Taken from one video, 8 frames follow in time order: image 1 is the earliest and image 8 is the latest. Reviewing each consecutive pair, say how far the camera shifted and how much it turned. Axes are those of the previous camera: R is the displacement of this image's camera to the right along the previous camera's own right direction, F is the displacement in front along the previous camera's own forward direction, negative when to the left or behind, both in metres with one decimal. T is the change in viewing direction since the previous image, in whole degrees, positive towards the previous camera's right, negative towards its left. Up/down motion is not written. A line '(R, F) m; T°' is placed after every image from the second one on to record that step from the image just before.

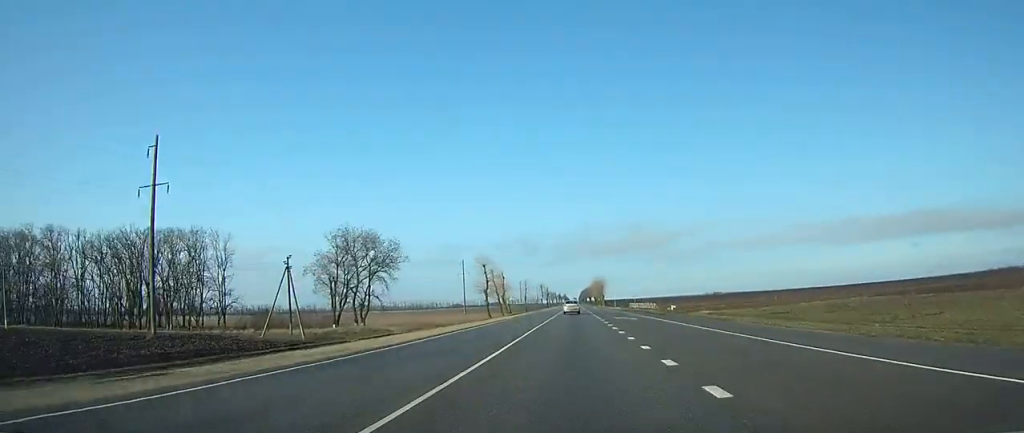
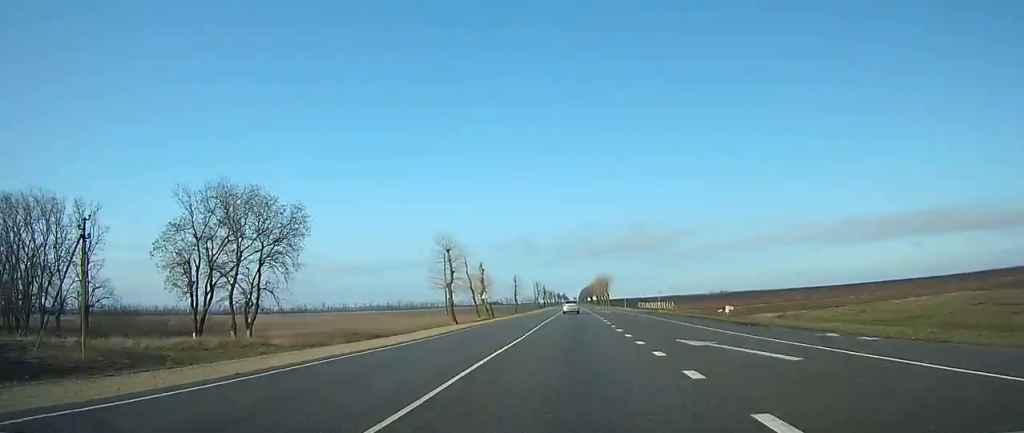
(0.0, +30.5) m; 0°
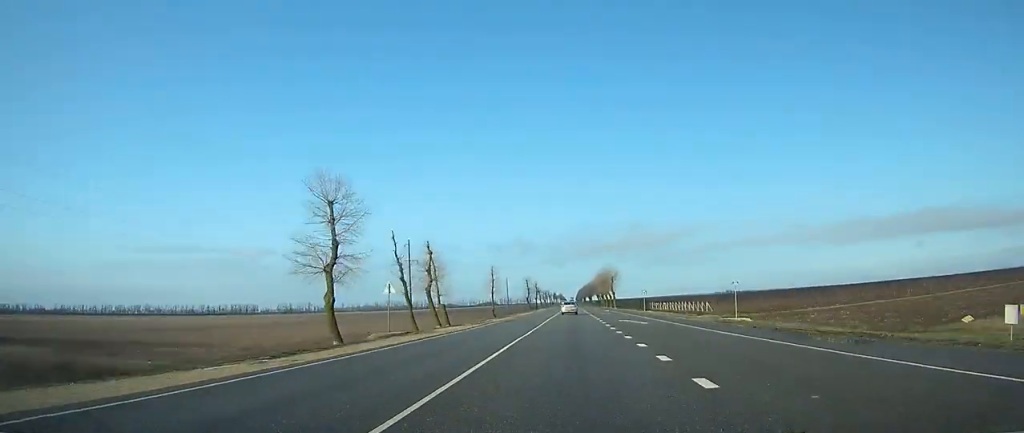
(+0.1, +36.9) m; 0°
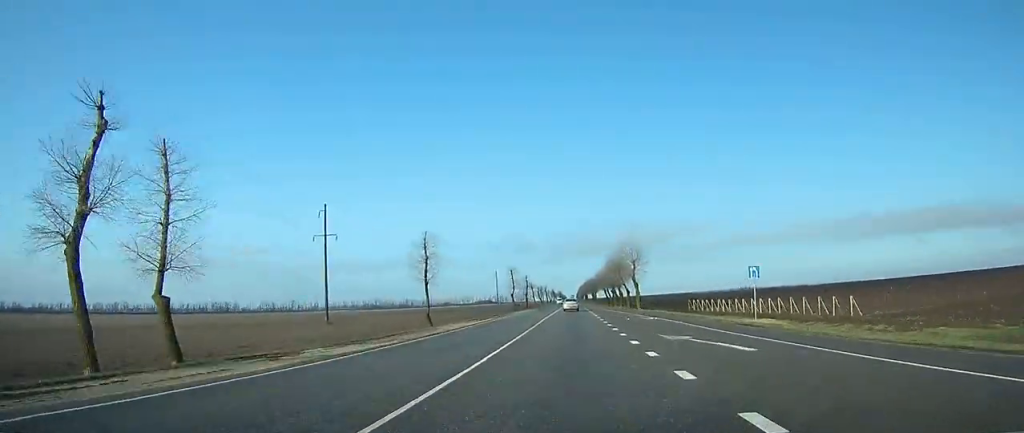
(0.0, +51.5) m; -4°
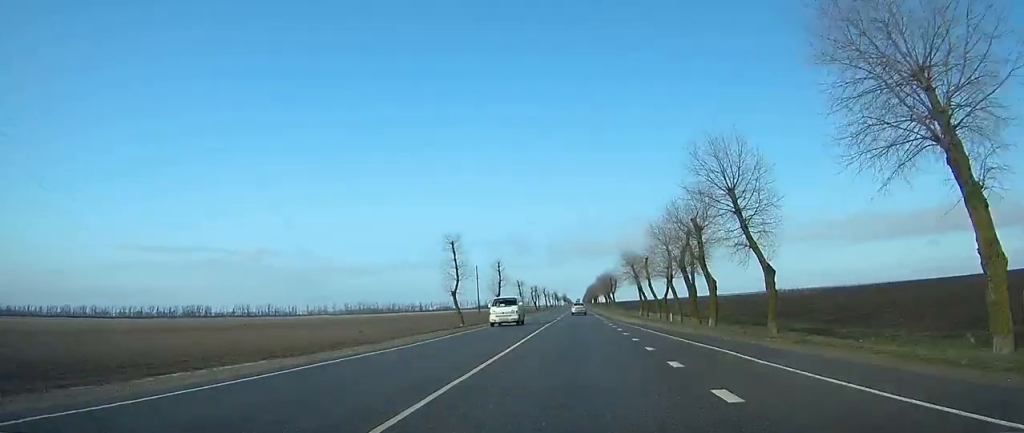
(-4.6, +78.1) m; +4°
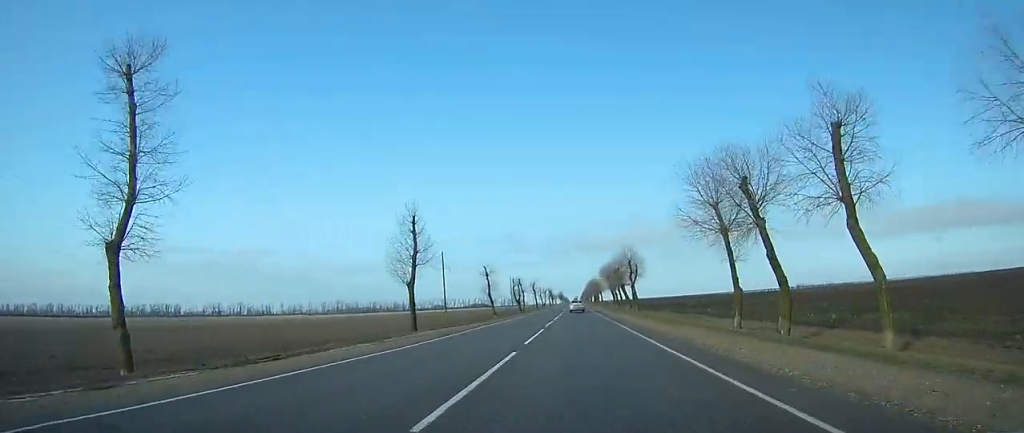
(+7.9, +56.6) m; +3°
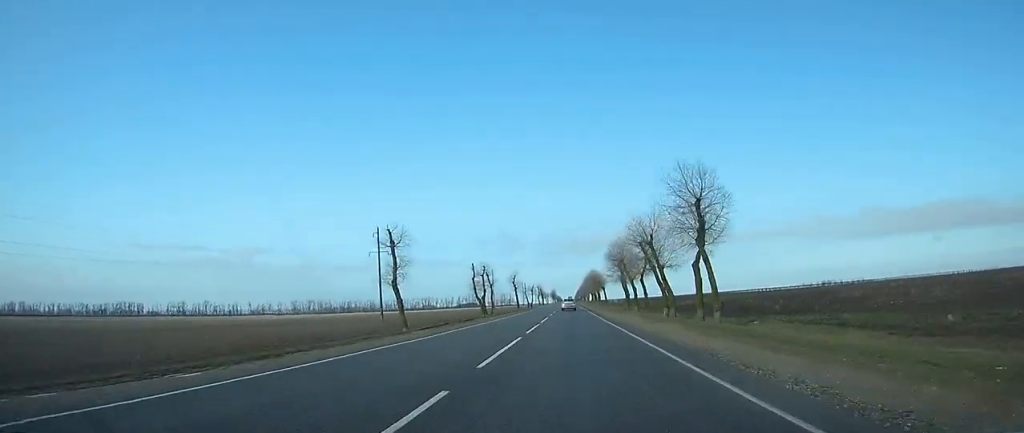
(-3.6, +54.7) m; -4°
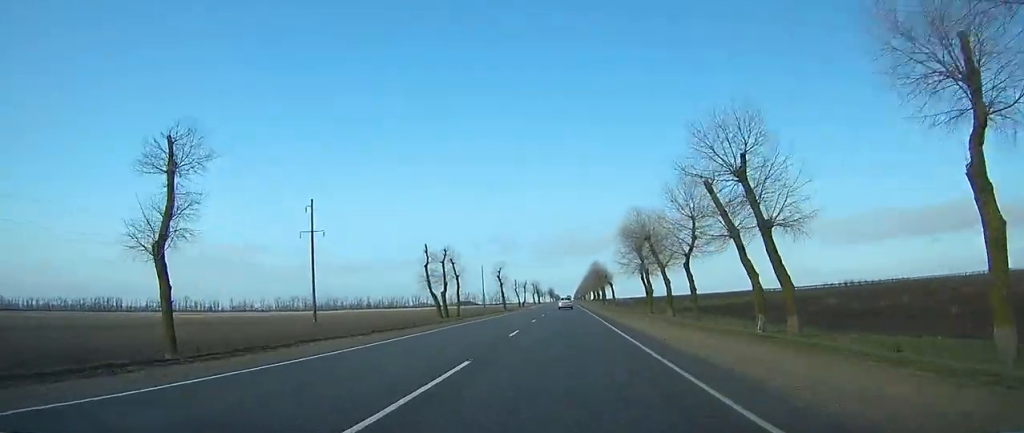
(0.0, +32.4) m; 0°
